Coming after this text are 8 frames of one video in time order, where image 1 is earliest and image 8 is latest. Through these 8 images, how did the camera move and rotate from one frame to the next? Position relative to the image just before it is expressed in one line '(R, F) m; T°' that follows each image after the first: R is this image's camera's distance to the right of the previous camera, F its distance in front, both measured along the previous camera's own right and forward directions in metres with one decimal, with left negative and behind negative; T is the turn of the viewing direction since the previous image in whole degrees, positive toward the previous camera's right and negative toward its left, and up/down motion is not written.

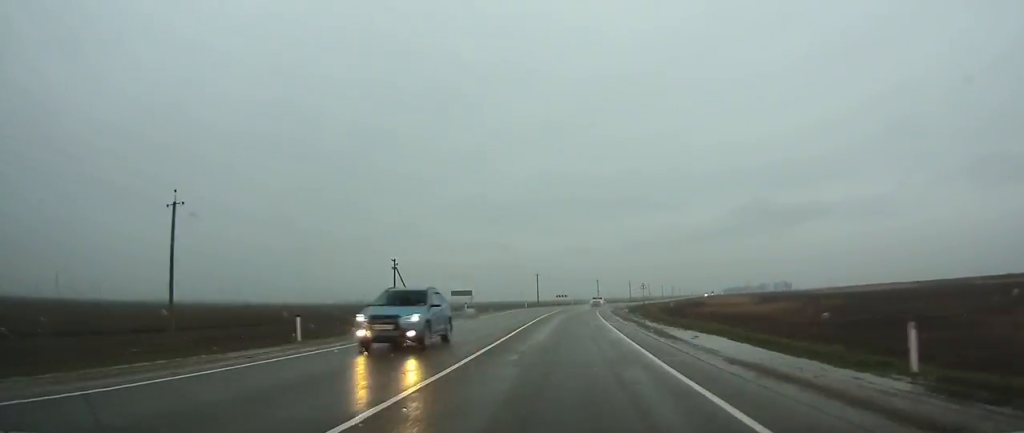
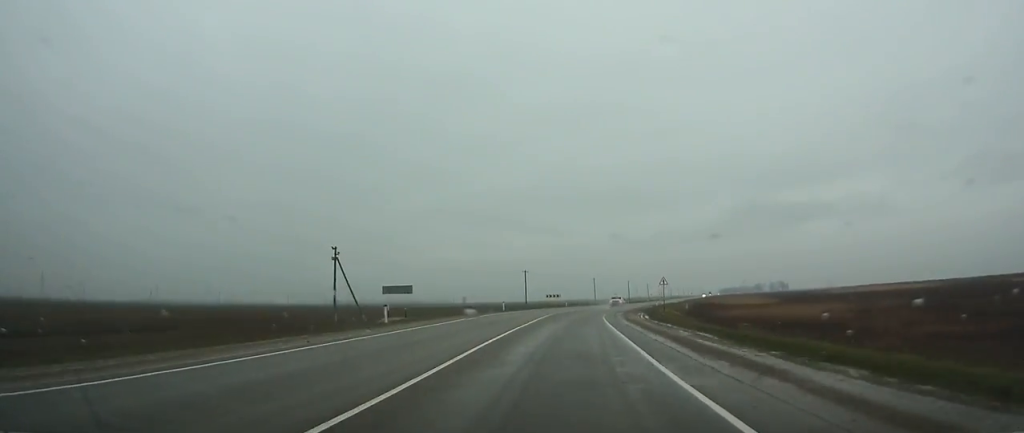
(+0.4, +19.5) m; +2°
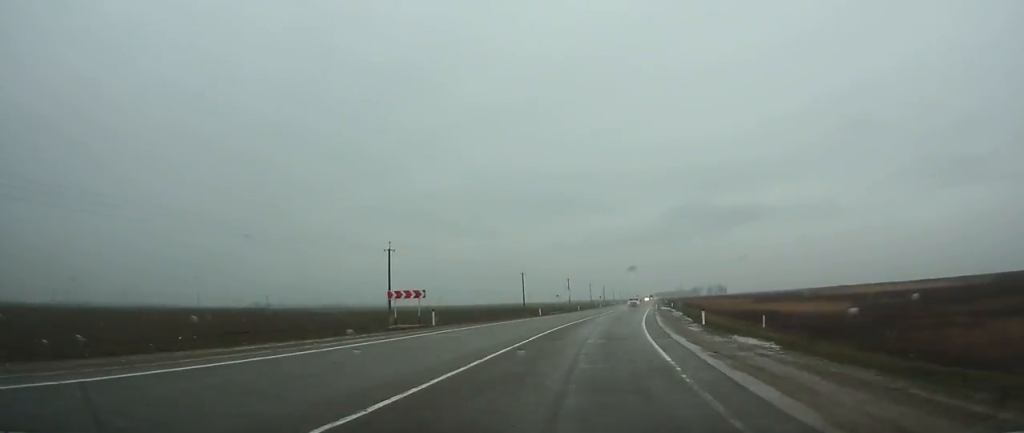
(+3.2, +57.7) m; +7°
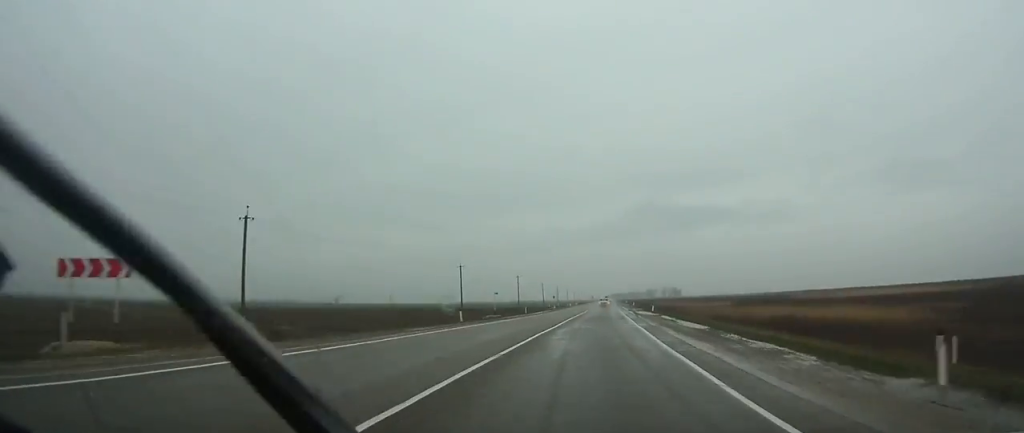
(+0.7, +21.8) m; +2°
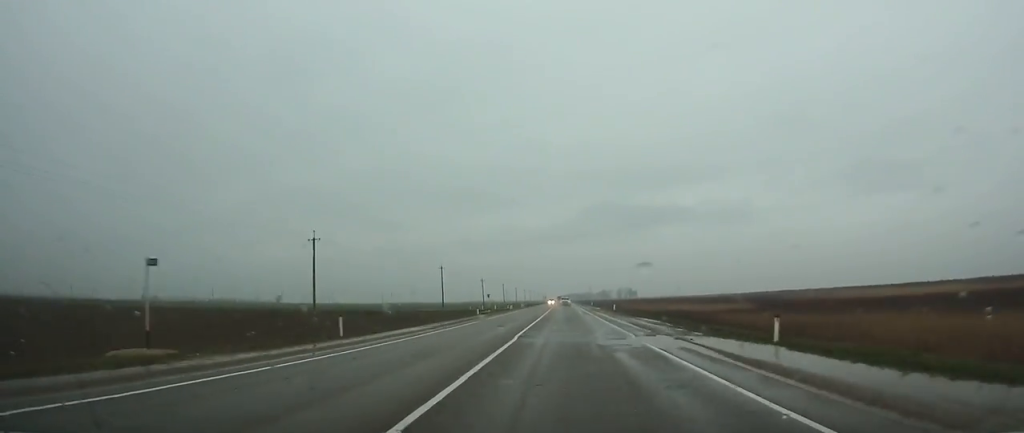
(+1.6, +44.8) m; +2°
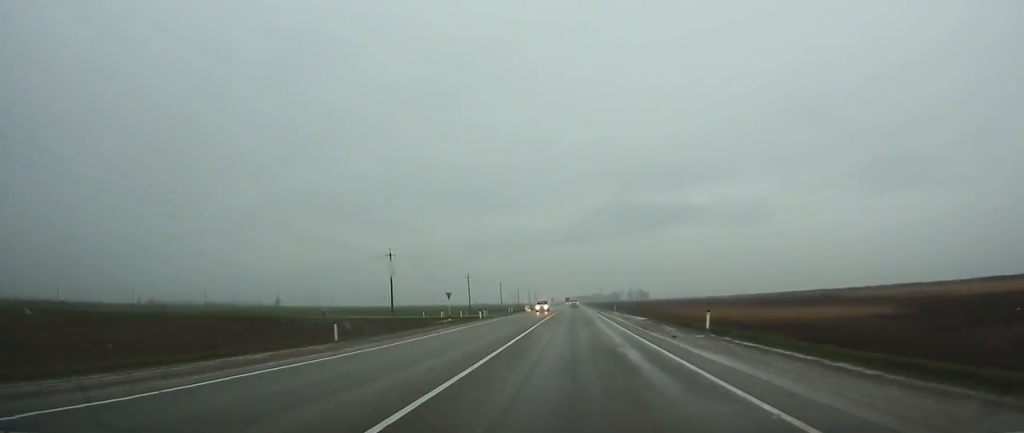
(+0.2, +39.5) m; 0°
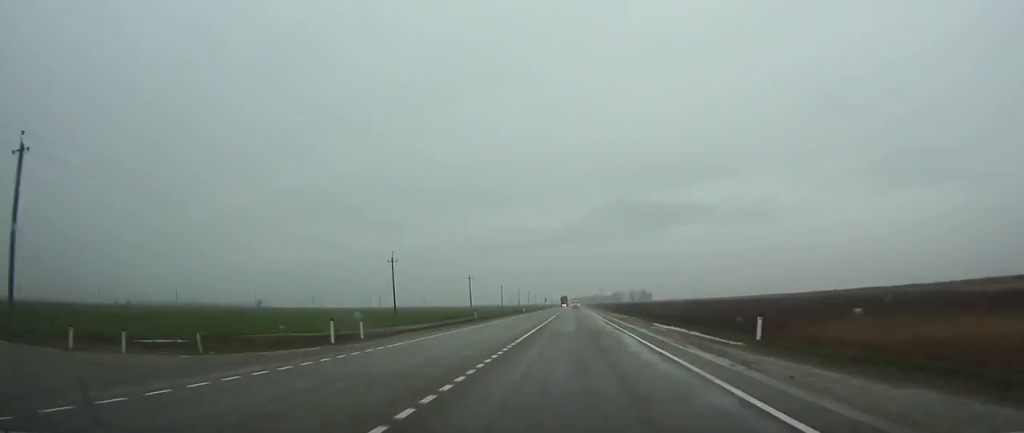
(+0.2, +59.3) m; 0°
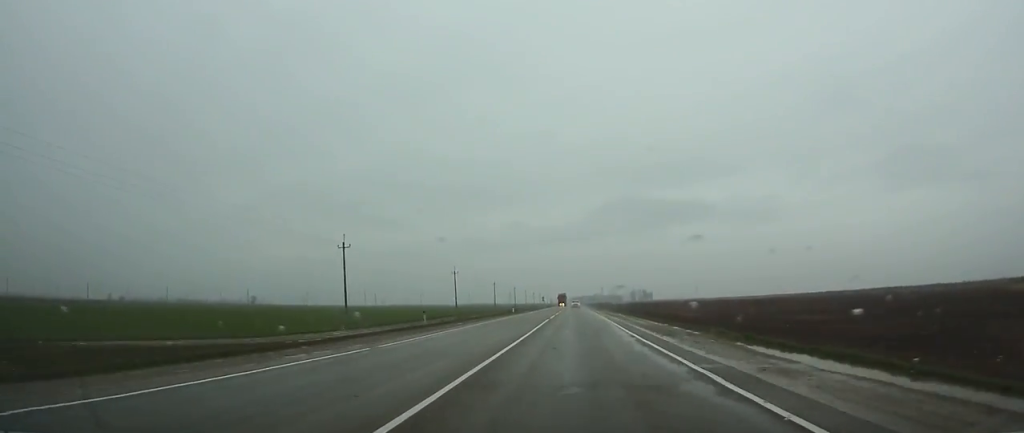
(0.0, +18.2) m; 0°
